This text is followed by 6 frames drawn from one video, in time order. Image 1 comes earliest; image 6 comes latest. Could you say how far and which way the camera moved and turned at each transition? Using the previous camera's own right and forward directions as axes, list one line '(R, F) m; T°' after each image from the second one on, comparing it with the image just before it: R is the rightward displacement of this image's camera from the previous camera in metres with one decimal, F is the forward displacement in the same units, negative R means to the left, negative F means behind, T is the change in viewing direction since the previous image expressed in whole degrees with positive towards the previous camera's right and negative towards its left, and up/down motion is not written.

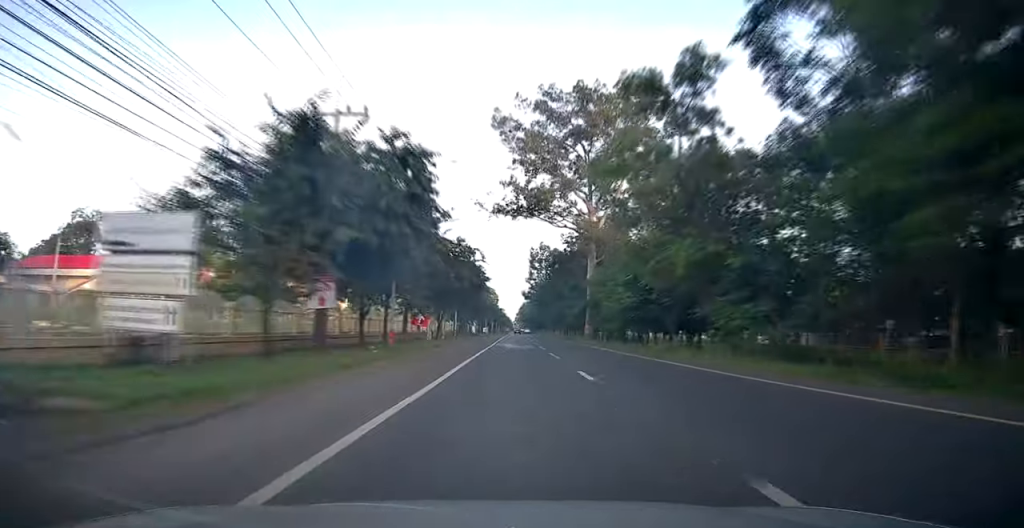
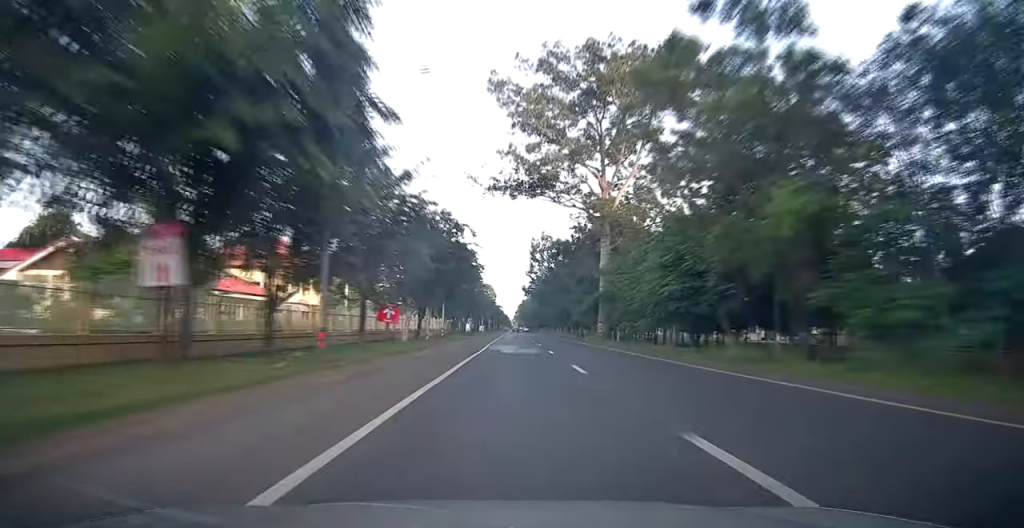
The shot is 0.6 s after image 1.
(0.0, +10.2) m; 0°
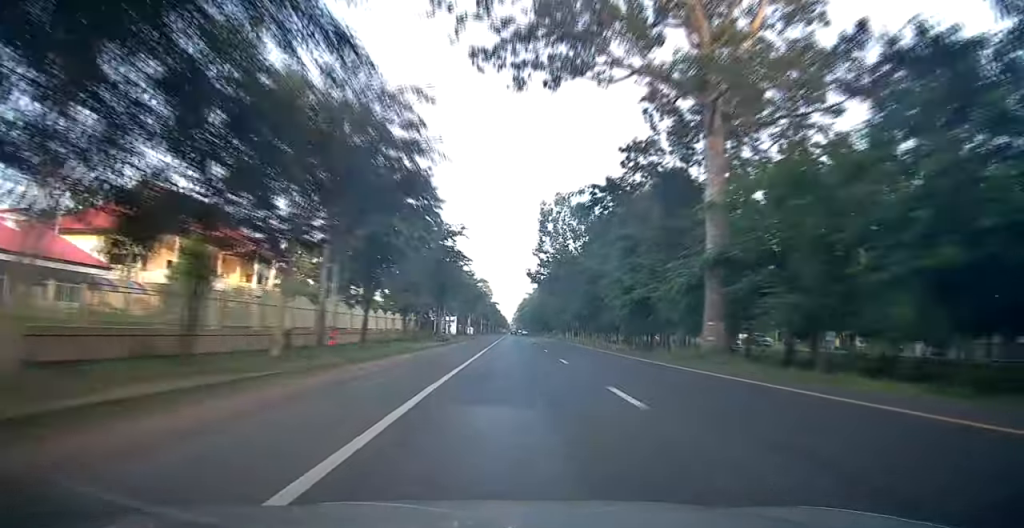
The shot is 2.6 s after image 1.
(-0.1, +30.2) m; +2°
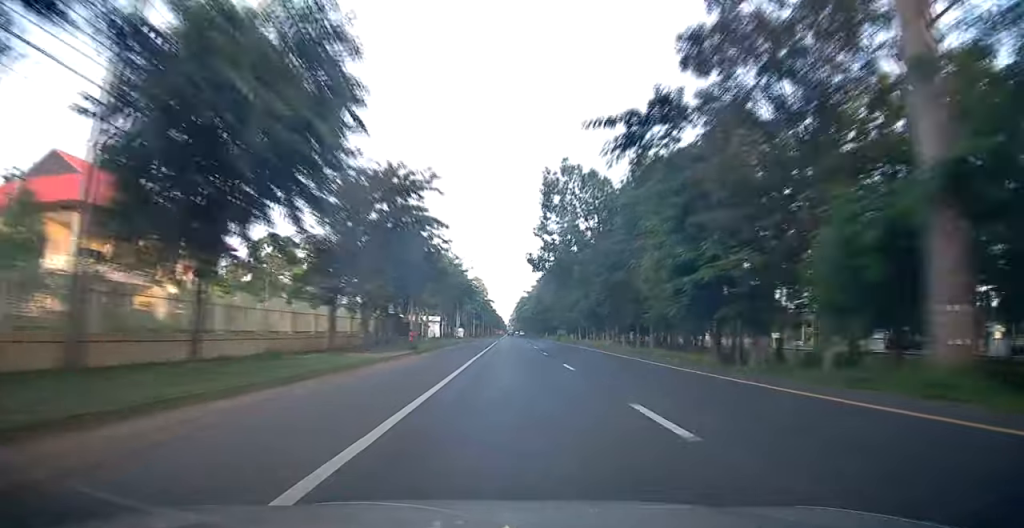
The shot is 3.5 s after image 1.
(+0.4, +14.3) m; +1°
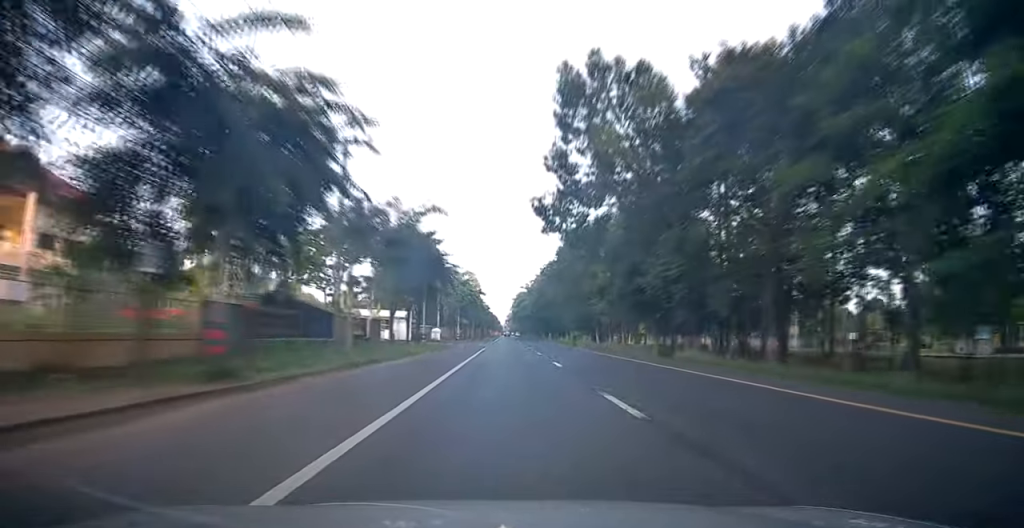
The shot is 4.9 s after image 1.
(-0.4, +22.0) m; -2°
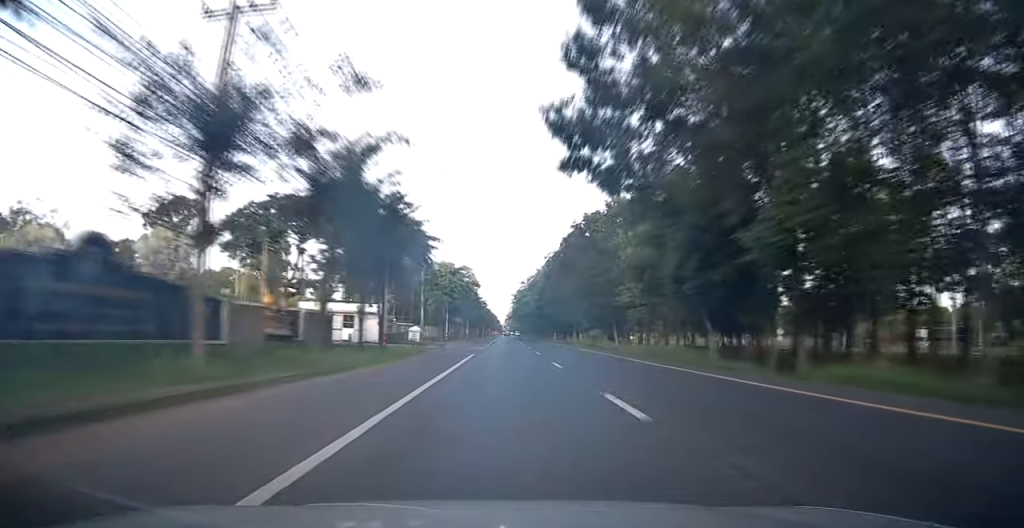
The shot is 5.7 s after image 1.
(-0.1, +12.7) m; 0°
